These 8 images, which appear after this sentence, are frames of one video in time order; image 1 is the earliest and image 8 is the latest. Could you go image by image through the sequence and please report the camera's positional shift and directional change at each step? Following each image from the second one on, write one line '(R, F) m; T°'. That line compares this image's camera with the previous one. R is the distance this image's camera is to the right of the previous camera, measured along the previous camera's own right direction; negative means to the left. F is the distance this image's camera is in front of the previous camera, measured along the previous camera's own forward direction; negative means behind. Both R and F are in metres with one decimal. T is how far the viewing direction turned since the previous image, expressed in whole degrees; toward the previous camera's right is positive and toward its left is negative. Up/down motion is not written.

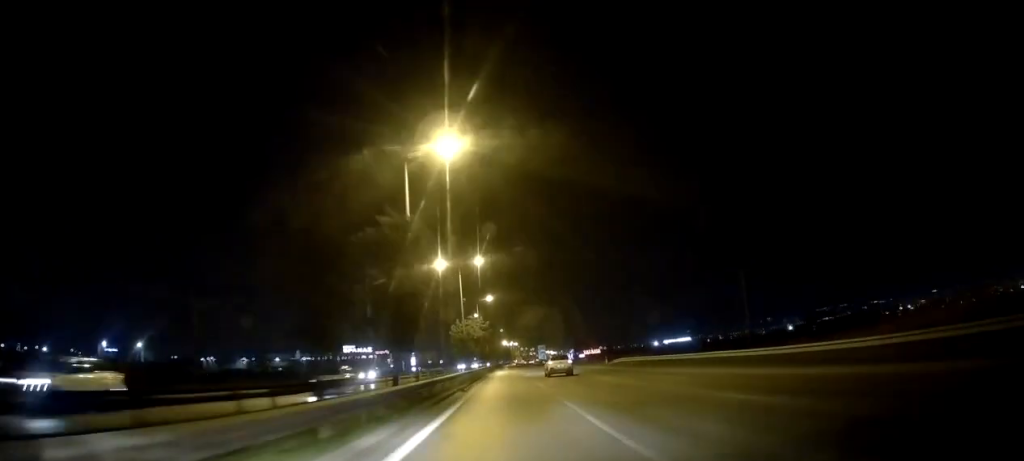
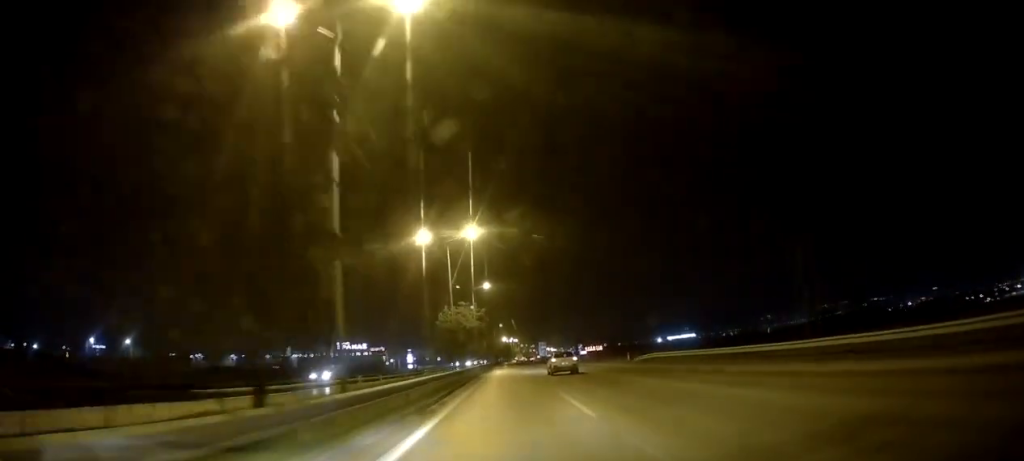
(-0.1, +13.0) m; 0°
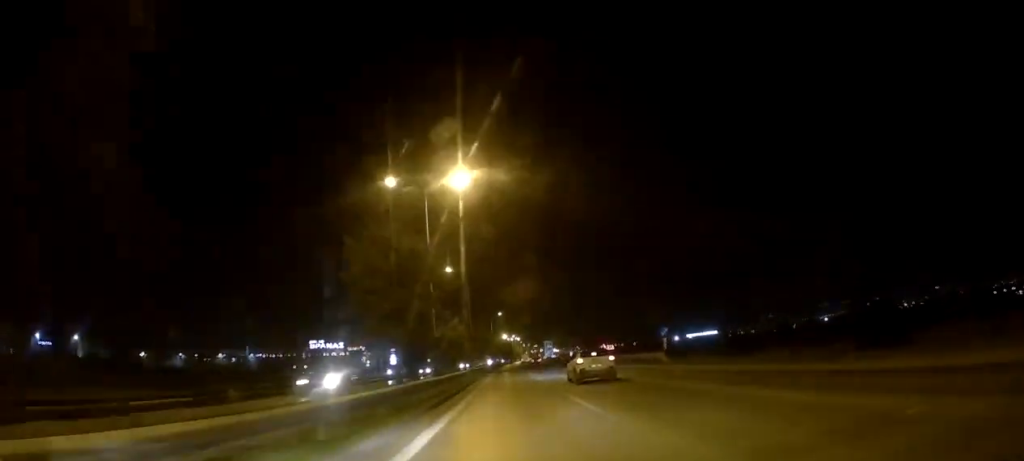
(-1.5, +52.5) m; -3°
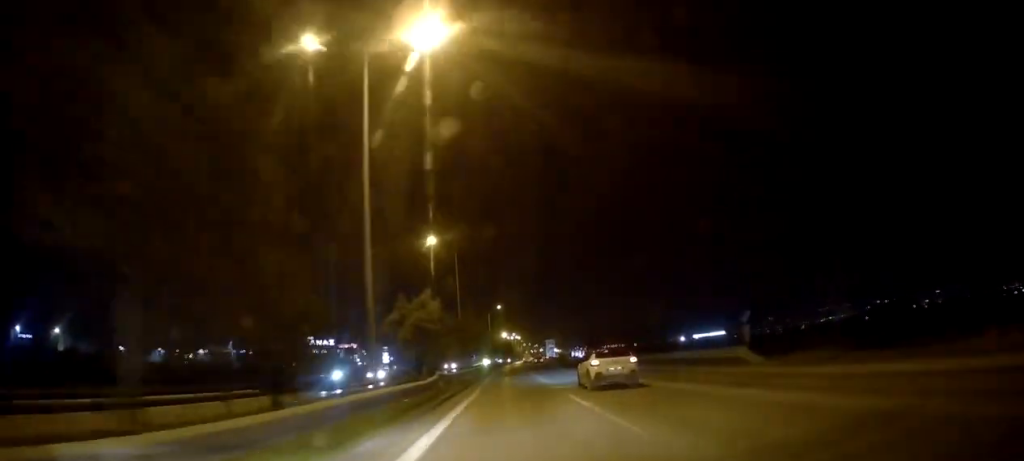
(-0.5, +17.2) m; 0°
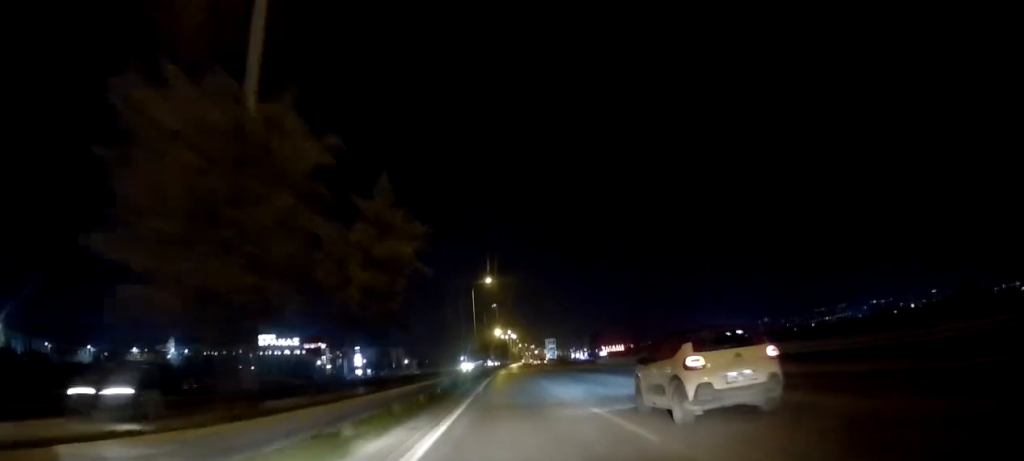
(+1.0, +43.3) m; +2°
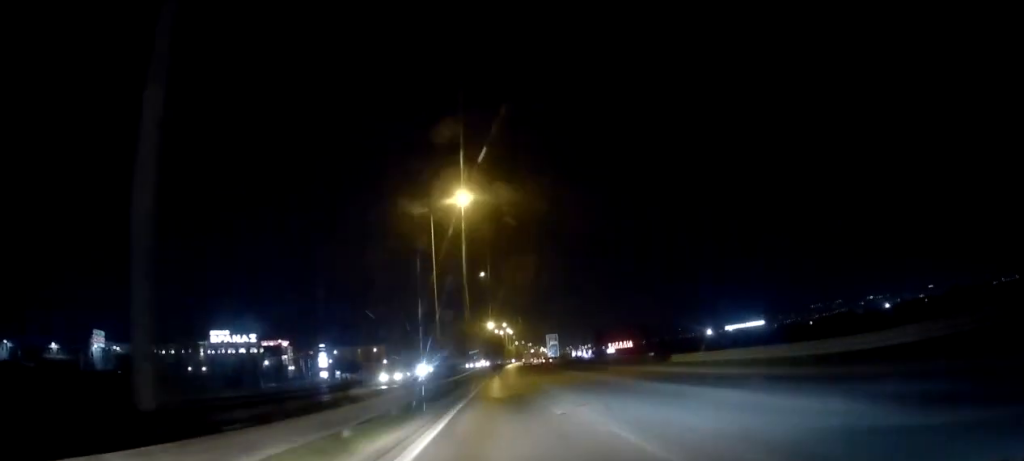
(+0.7, +39.6) m; +2°
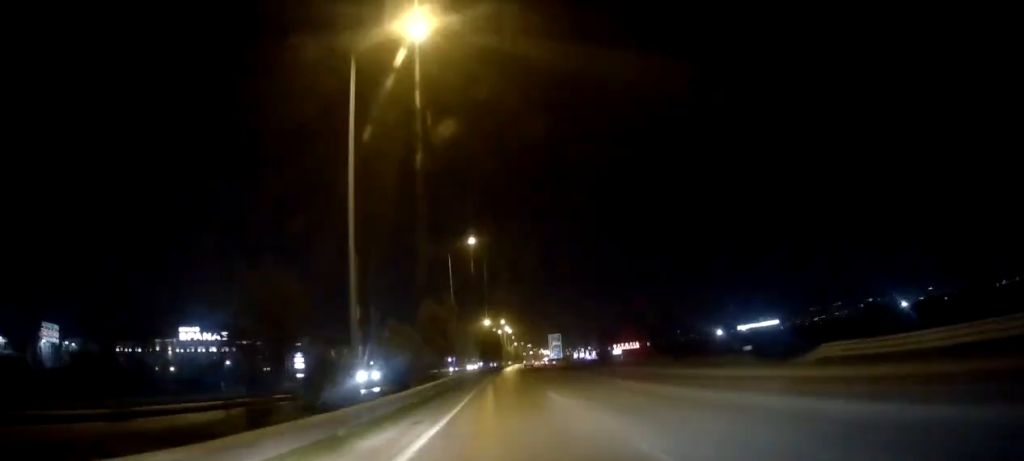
(+0.2, +21.2) m; 0°
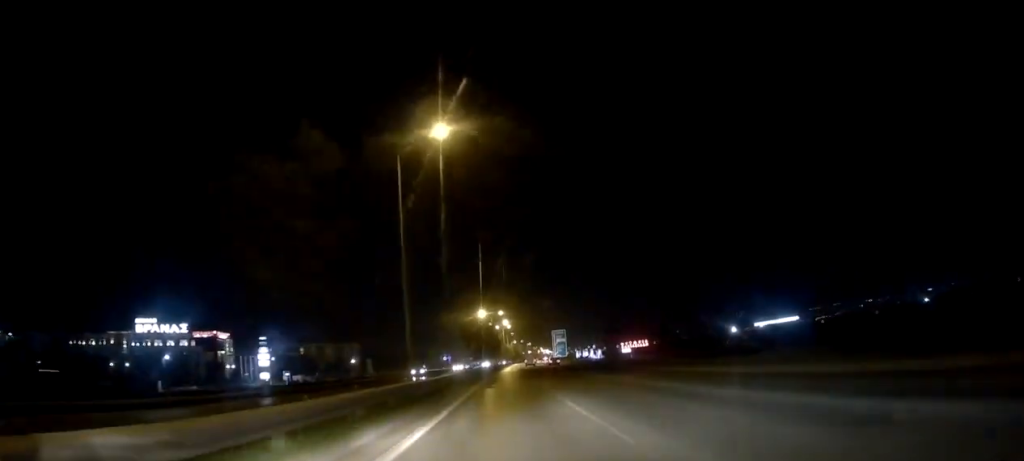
(0.0, +25.2) m; 0°
